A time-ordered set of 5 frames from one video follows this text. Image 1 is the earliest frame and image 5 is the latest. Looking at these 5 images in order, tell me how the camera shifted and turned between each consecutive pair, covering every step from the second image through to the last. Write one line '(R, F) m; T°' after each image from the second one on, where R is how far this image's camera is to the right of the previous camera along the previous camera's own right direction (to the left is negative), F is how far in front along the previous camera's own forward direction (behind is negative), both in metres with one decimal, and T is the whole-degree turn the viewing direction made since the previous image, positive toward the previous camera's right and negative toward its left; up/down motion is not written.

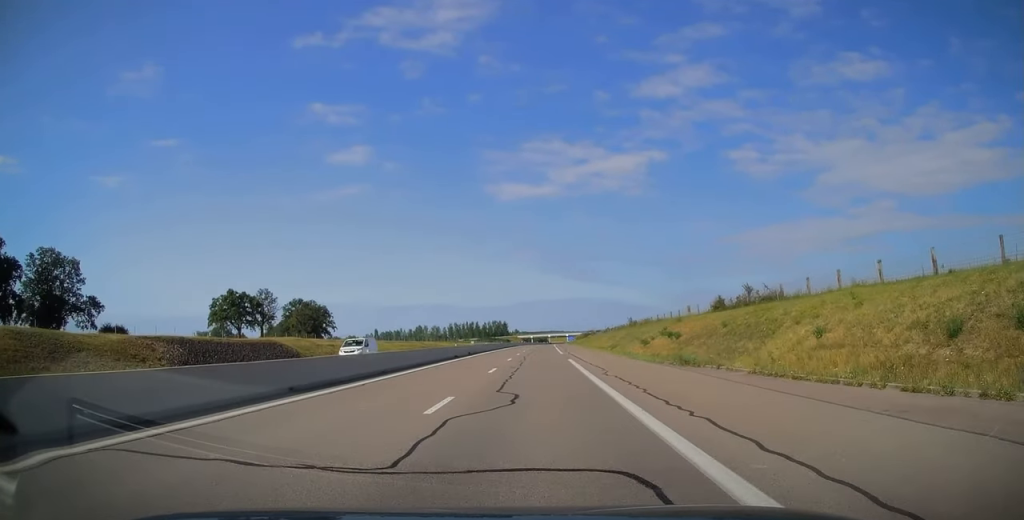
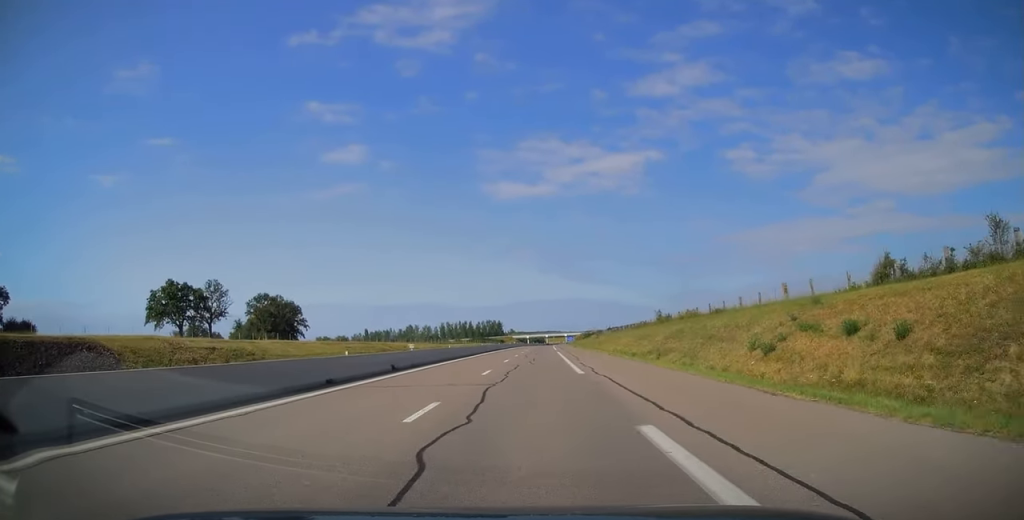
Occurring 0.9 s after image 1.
(+0.1, +26.9) m; 0°
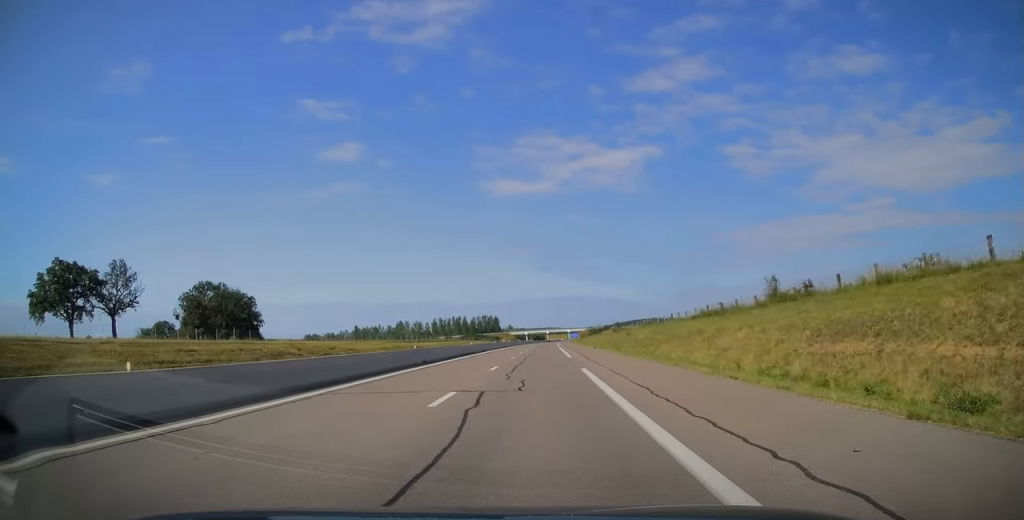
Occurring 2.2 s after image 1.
(0.0, +37.4) m; 0°
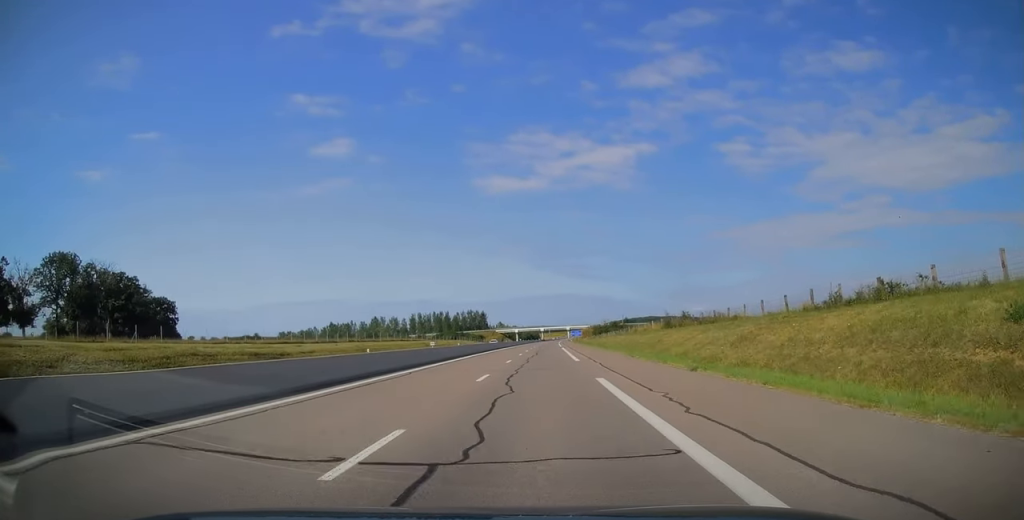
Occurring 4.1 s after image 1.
(+0.1, +58.1) m; 0°
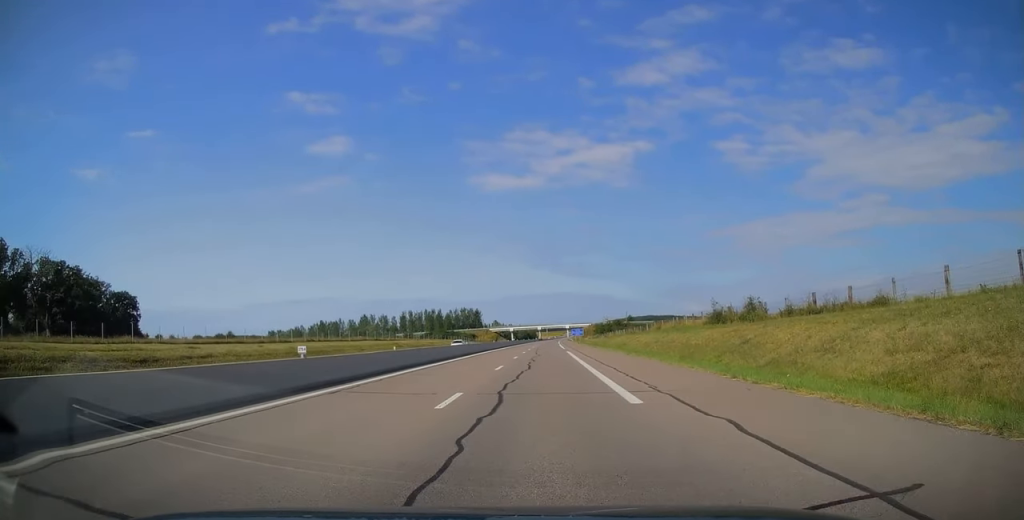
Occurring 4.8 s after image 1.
(0.0, +20.2) m; +1°
